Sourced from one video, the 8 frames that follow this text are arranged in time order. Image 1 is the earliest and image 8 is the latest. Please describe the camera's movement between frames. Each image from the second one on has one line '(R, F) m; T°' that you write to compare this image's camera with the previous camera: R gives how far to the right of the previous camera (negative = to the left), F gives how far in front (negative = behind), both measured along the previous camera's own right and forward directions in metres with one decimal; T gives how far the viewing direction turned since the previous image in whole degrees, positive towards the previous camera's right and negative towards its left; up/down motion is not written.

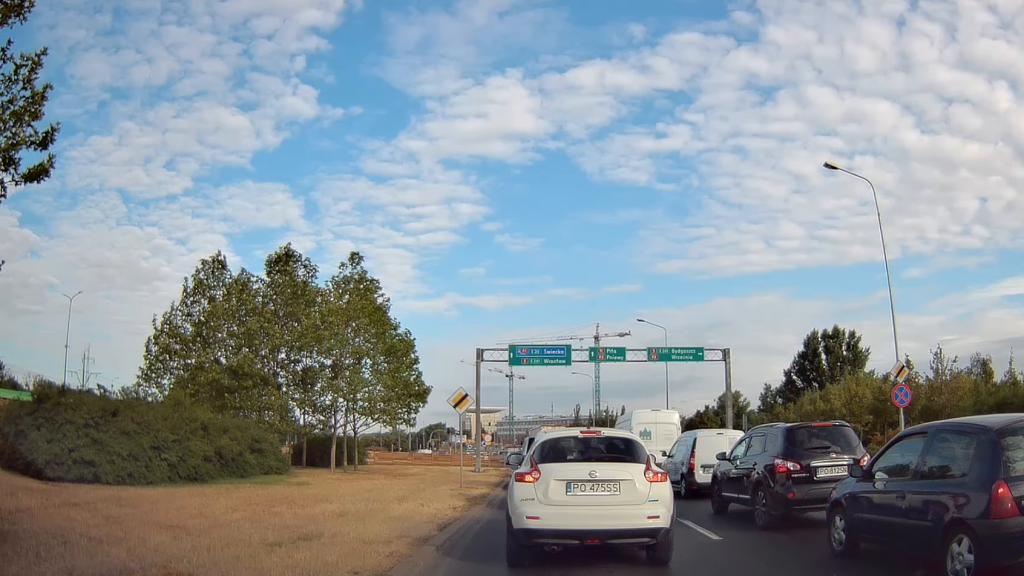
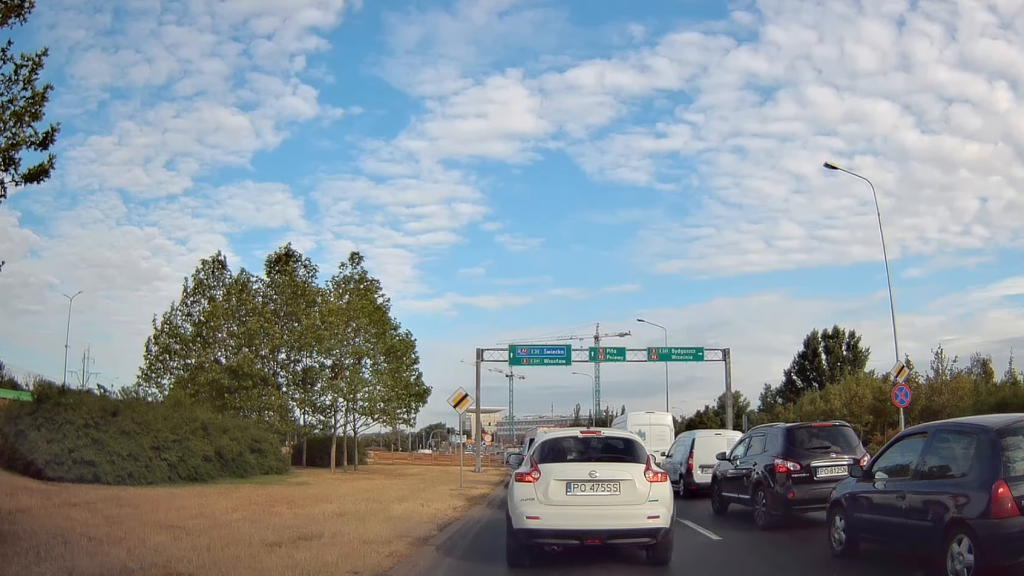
(0.0, 0.0) m; 0°
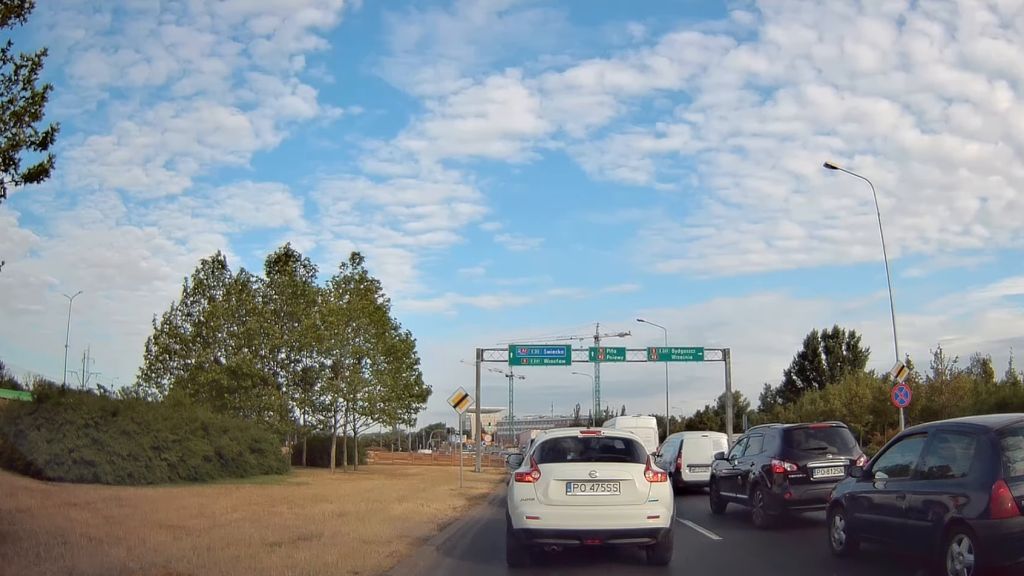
(0.0, 0.0) m; 0°
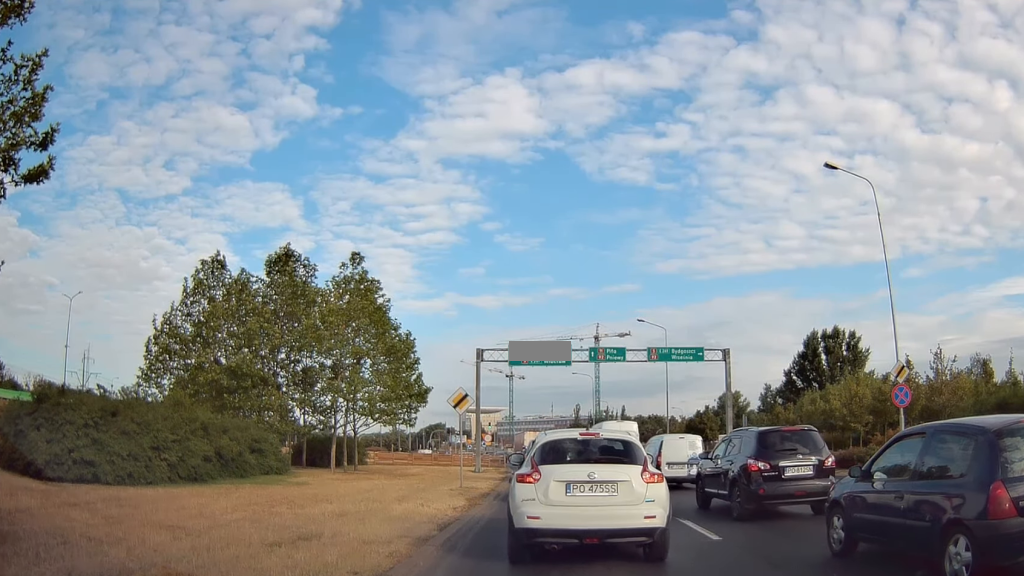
(0.0, 0.0) m; 0°
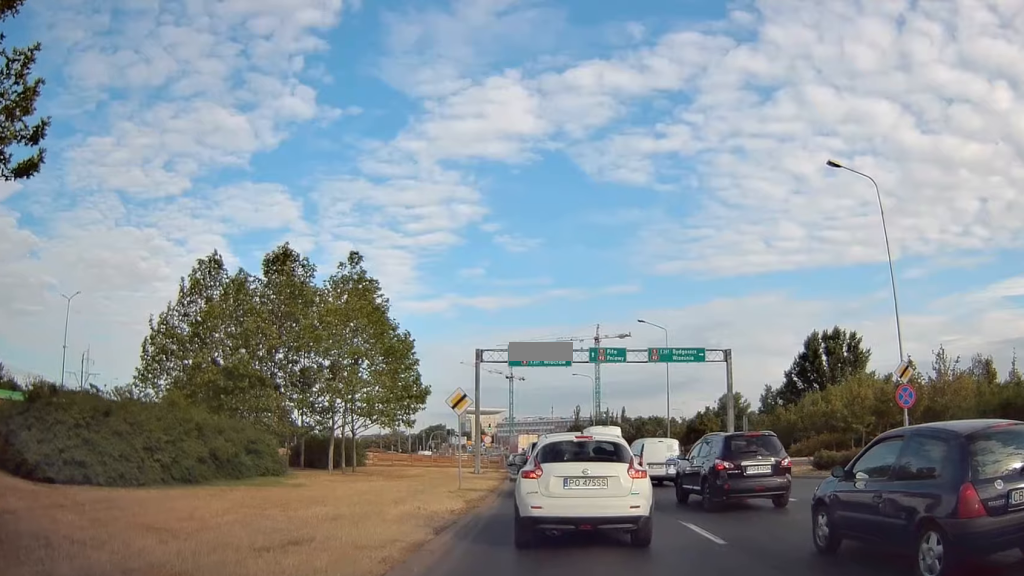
(0.0, +0.1) m; 0°
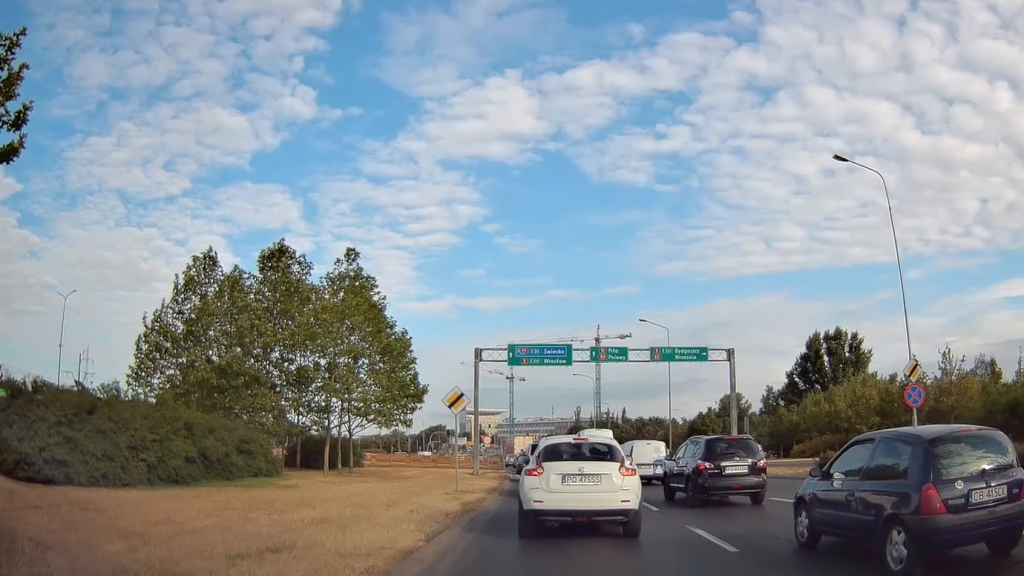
(+0.1, +0.3) m; 0°
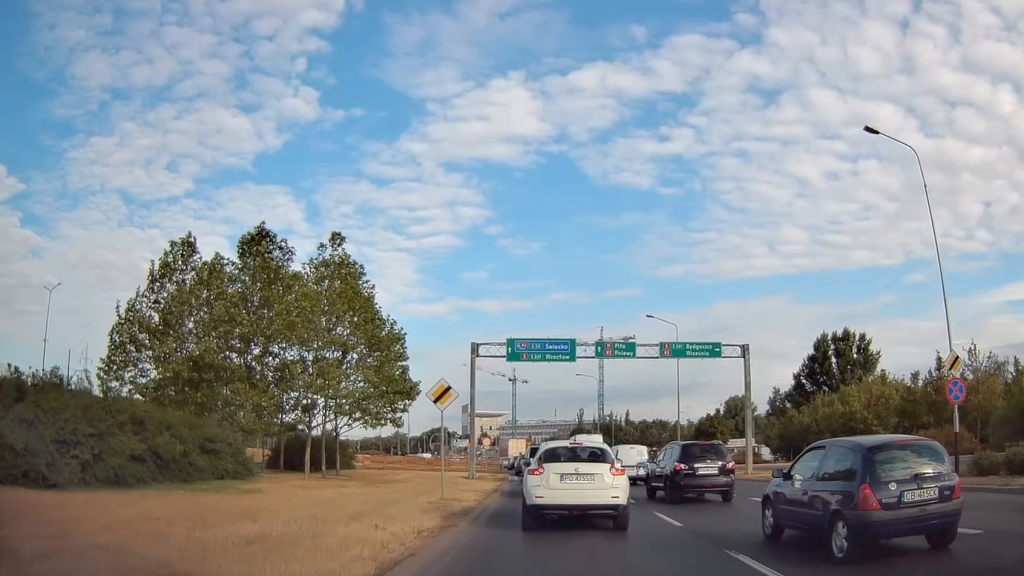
(+0.2, +1.6) m; -2°
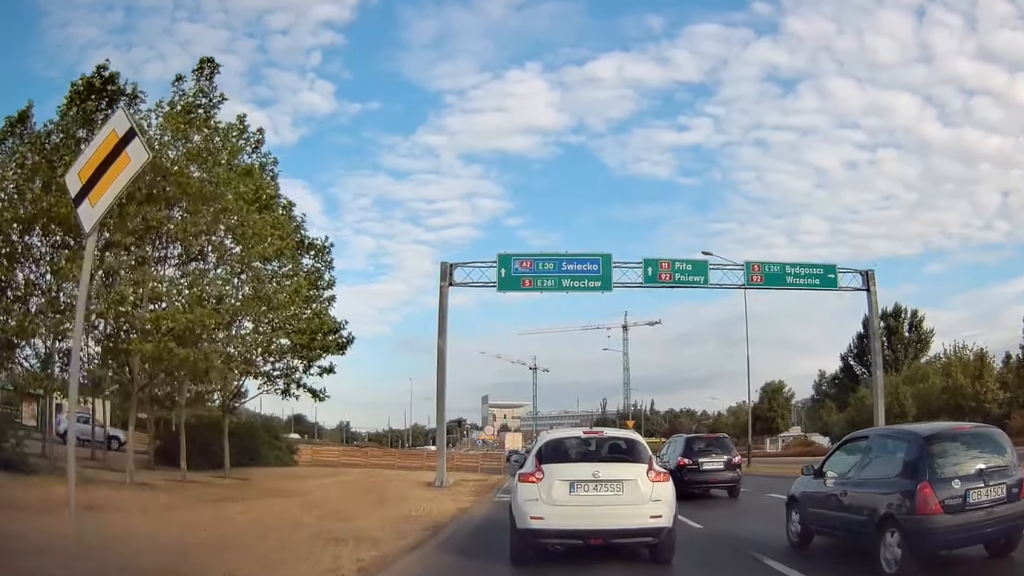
(-0.9, +11.4) m; -5°
